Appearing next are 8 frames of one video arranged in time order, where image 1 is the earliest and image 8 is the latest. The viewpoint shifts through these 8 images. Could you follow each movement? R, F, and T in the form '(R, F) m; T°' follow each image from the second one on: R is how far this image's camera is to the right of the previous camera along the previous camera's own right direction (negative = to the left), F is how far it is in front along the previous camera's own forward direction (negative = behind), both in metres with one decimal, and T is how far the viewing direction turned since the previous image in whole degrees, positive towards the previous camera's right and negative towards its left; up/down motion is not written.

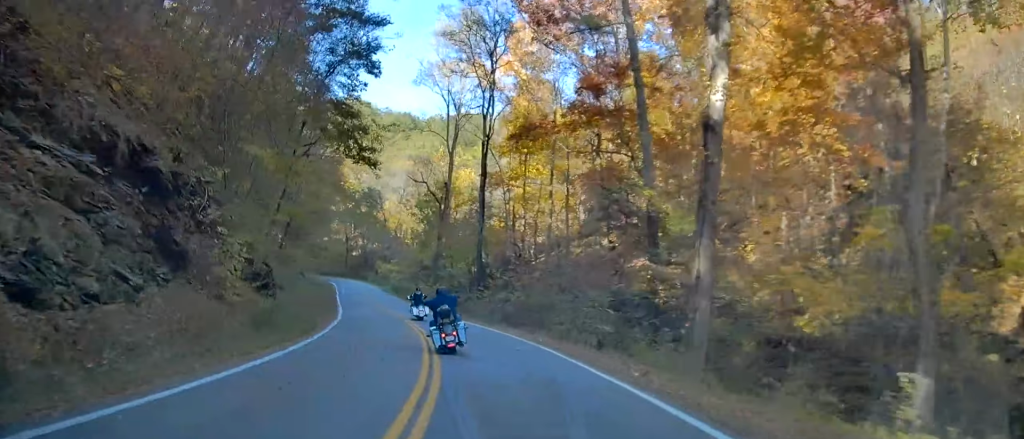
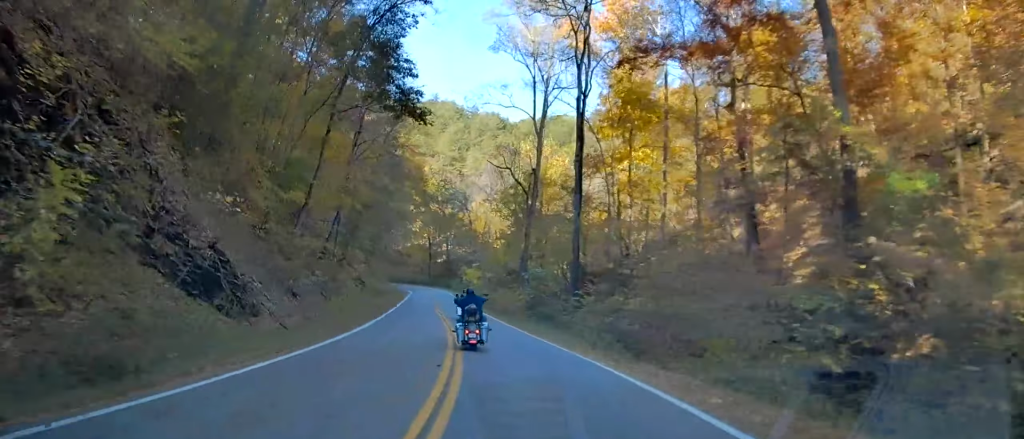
(-0.6, +12.6) m; -5°
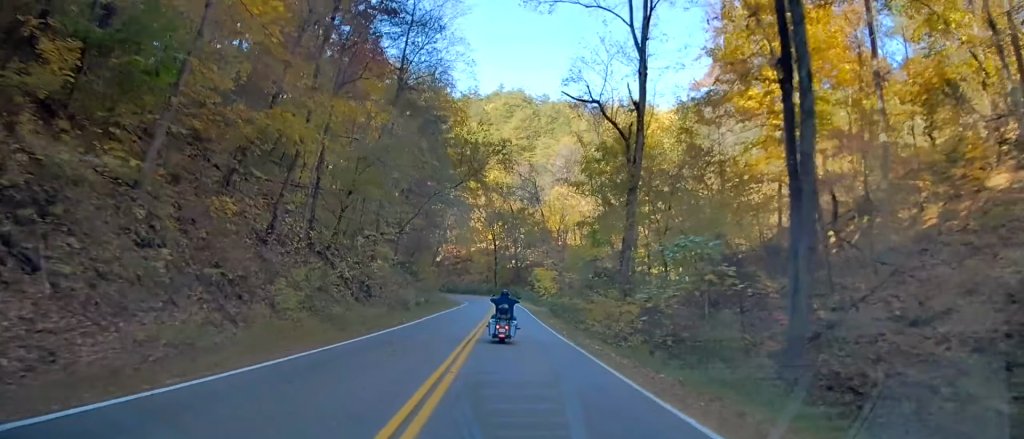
(-2.0, +22.8) m; -9°
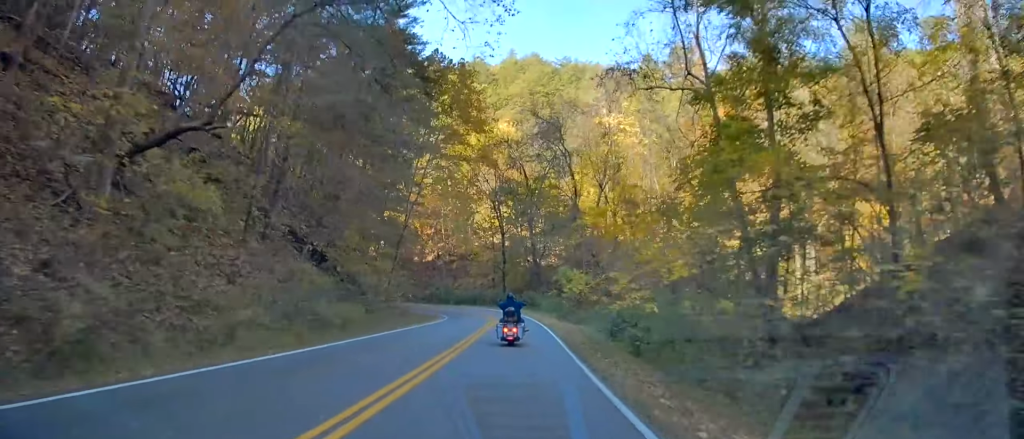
(-2.4, +34.8) m; -4°
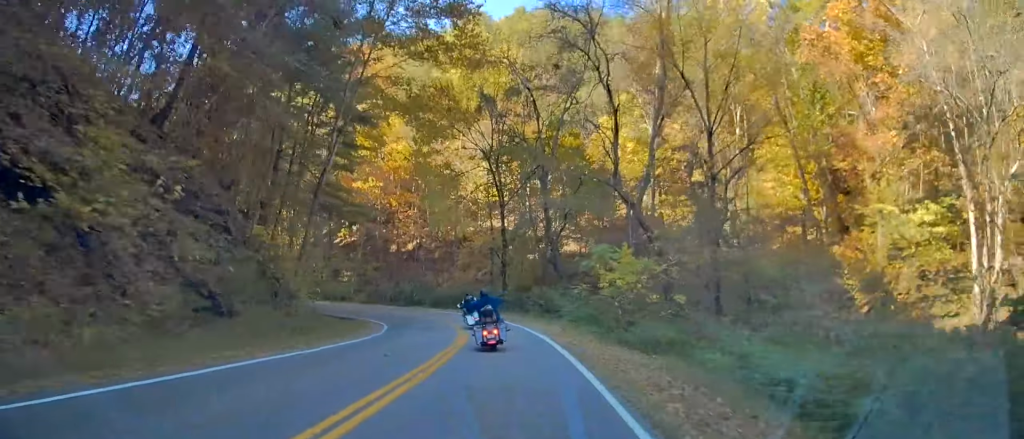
(+0.6, +23.1) m; +1°
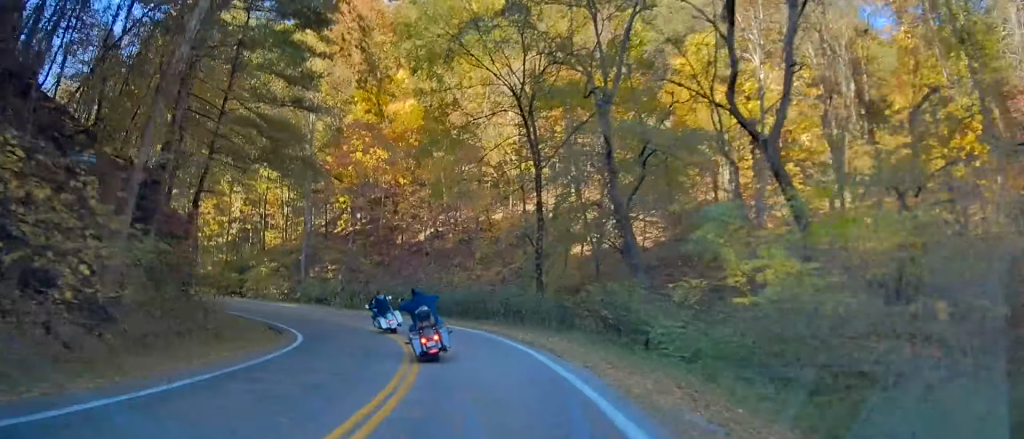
(-0.5, +16.8) m; -3°
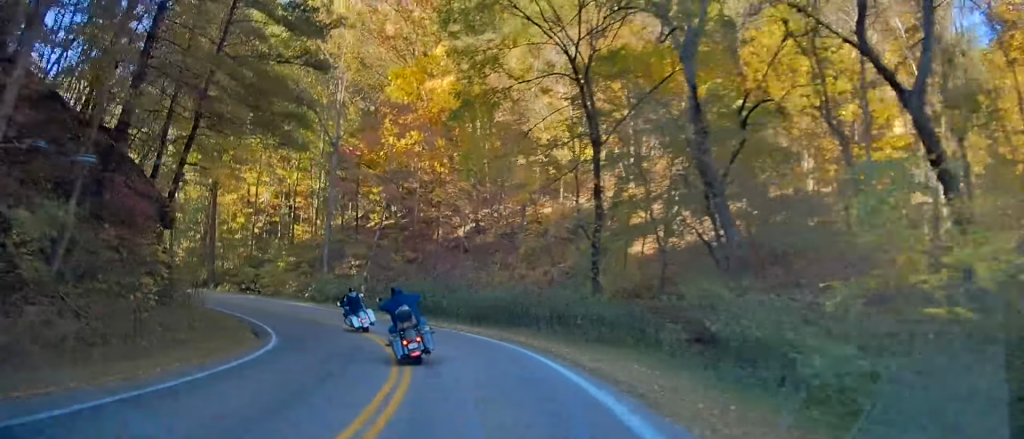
(-0.1, +6.5) m; -4°
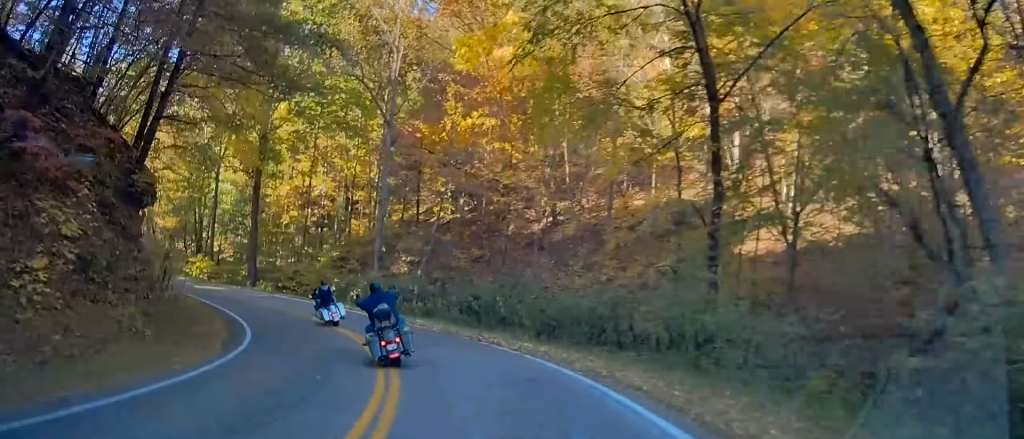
(+0.3, +8.1) m; -7°
